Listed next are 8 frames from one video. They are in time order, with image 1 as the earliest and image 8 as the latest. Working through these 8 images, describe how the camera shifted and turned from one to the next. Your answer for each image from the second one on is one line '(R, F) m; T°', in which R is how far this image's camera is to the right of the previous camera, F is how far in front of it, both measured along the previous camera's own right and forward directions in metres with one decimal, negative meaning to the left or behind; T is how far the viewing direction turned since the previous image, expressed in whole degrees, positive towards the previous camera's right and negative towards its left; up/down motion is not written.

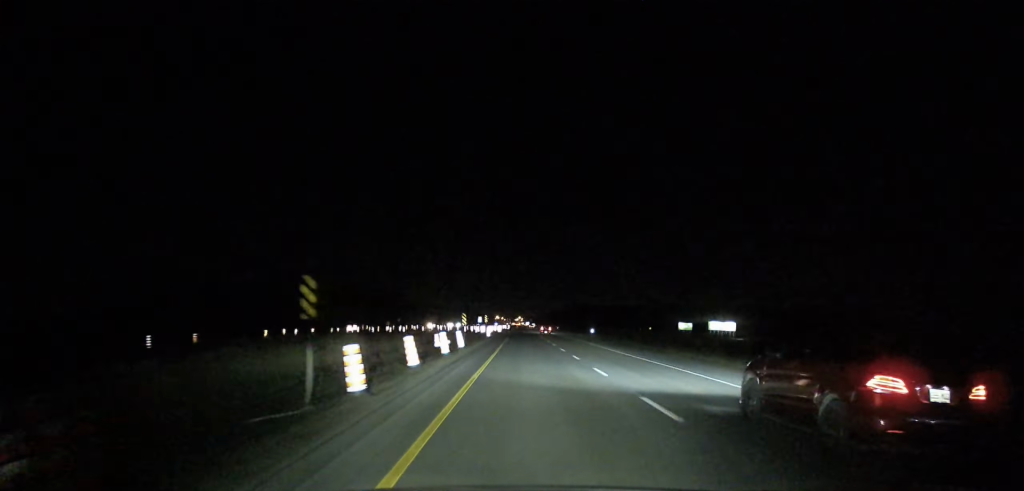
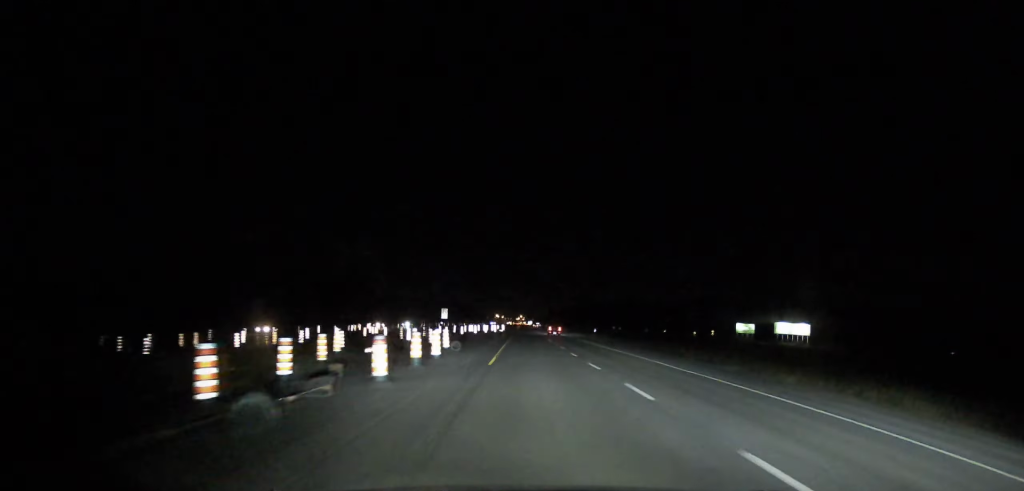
(-0.1, +95.7) m; 0°
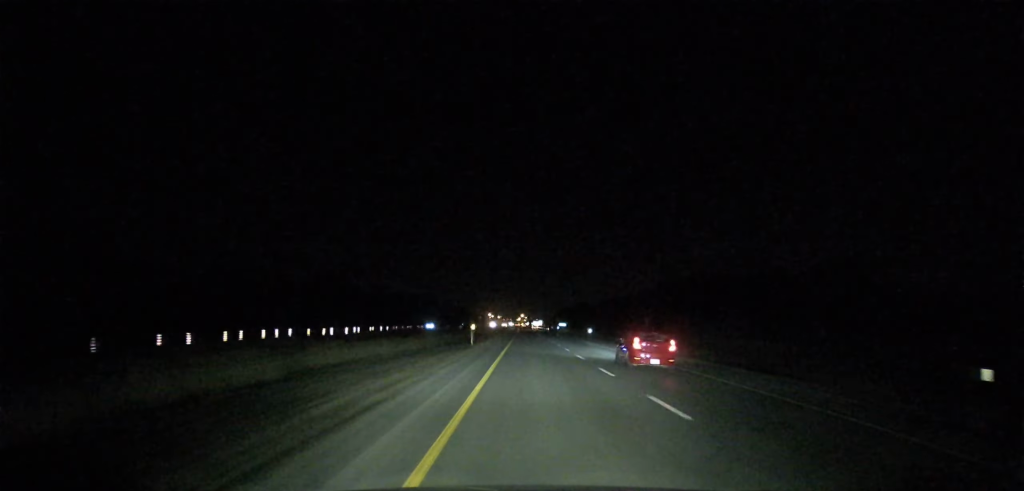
(+0.2, +290.9) m; 0°
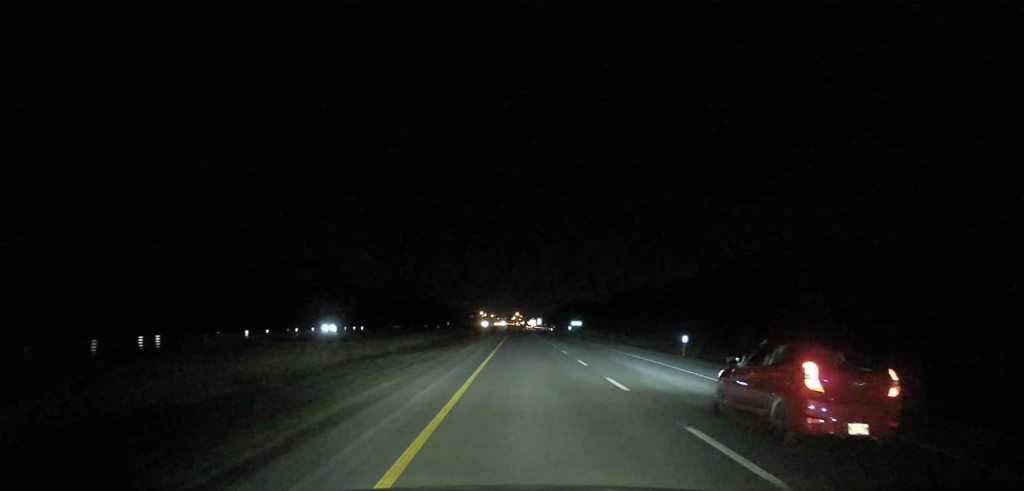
(0.0, +68.1) m; 0°
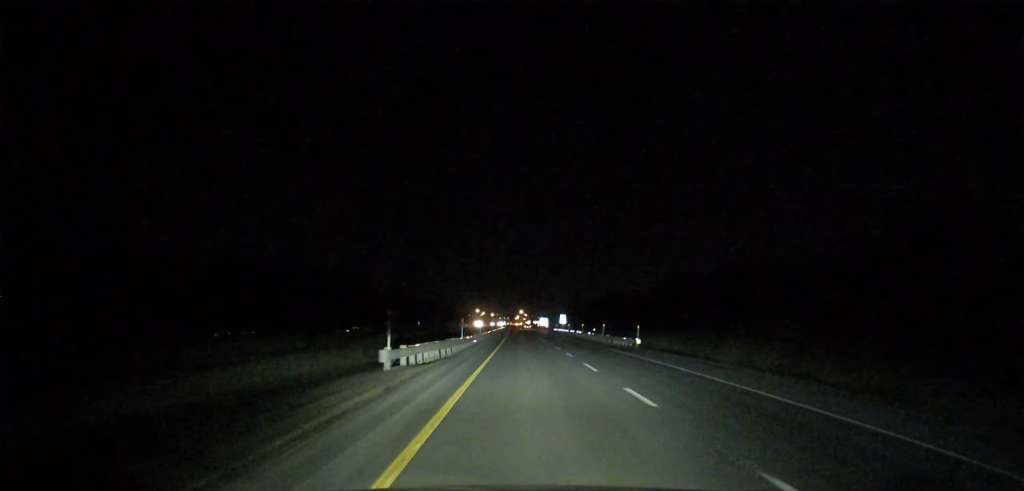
(+0.1, +138.8) m; 0°
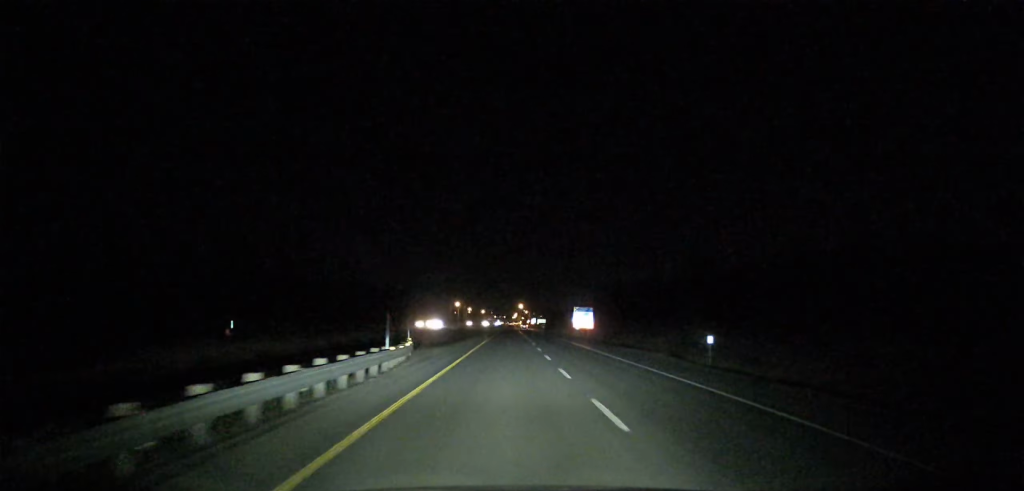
(-0.4, +189.8) m; 0°
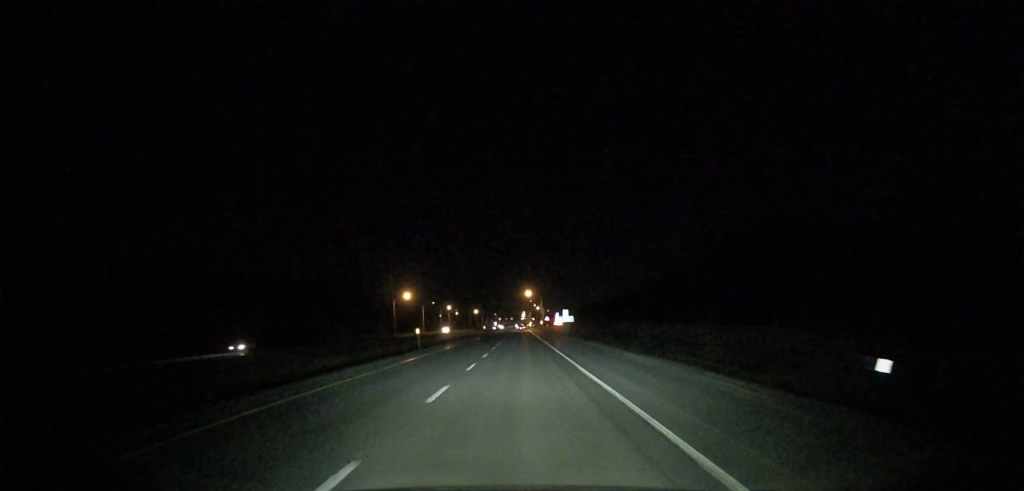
(+0.4, +202.8) m; 0°
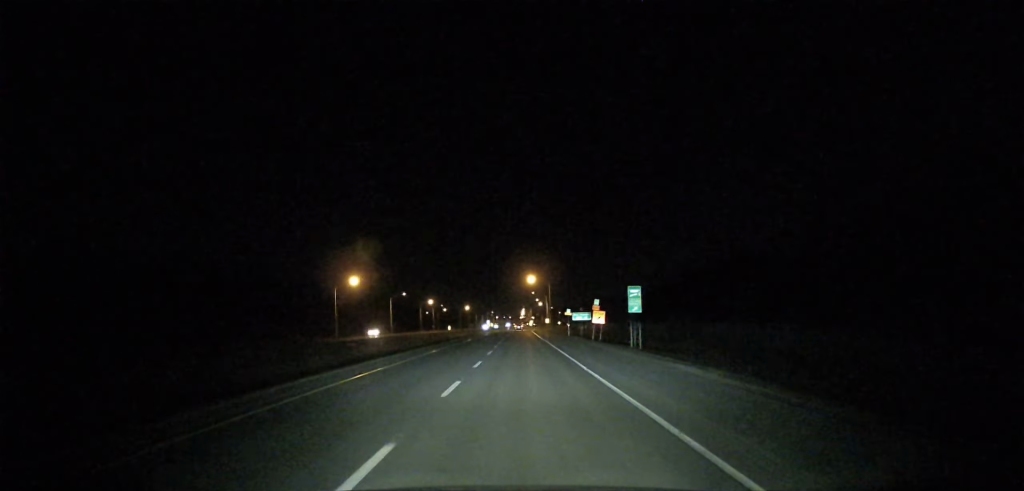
(-0.4, +71.7) m; 0°
